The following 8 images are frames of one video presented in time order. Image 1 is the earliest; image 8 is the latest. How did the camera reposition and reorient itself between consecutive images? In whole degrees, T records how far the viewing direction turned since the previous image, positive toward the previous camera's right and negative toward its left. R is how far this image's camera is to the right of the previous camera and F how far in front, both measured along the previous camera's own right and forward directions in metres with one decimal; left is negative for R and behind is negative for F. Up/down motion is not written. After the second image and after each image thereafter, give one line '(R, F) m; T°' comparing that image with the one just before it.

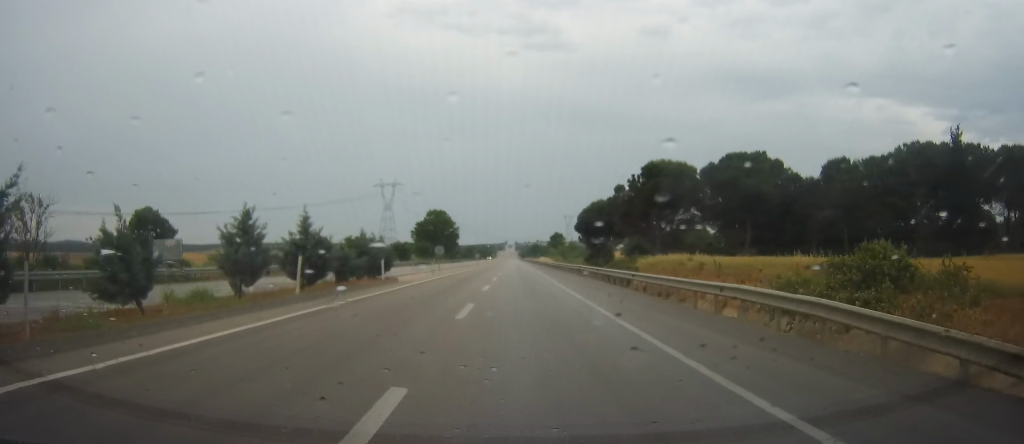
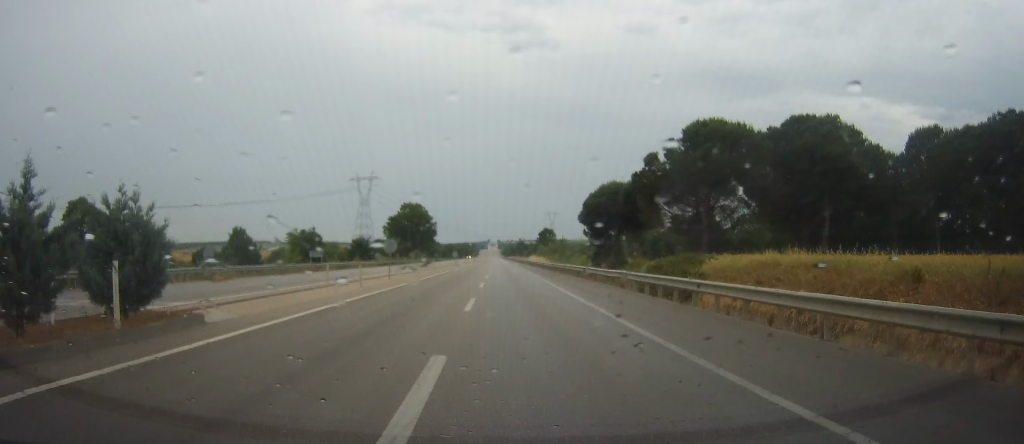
(+0.4, +21.9) m; 0°
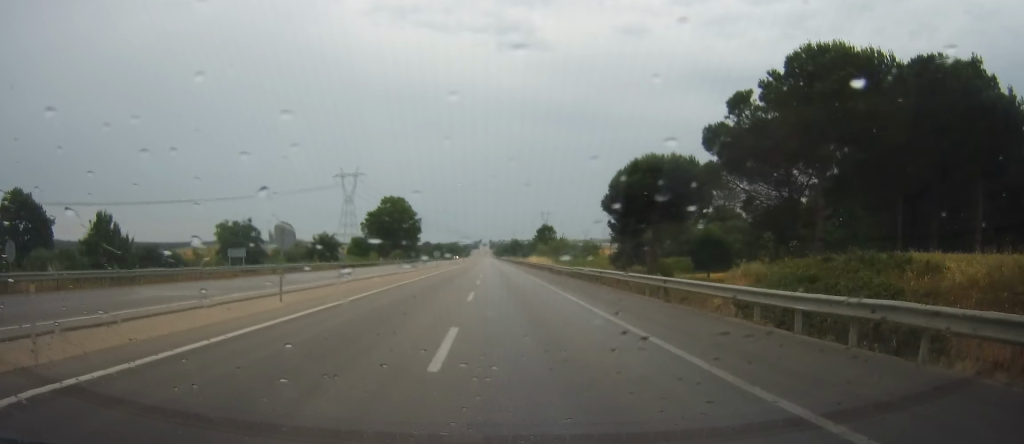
(-0.2, +20.5) m; 0°
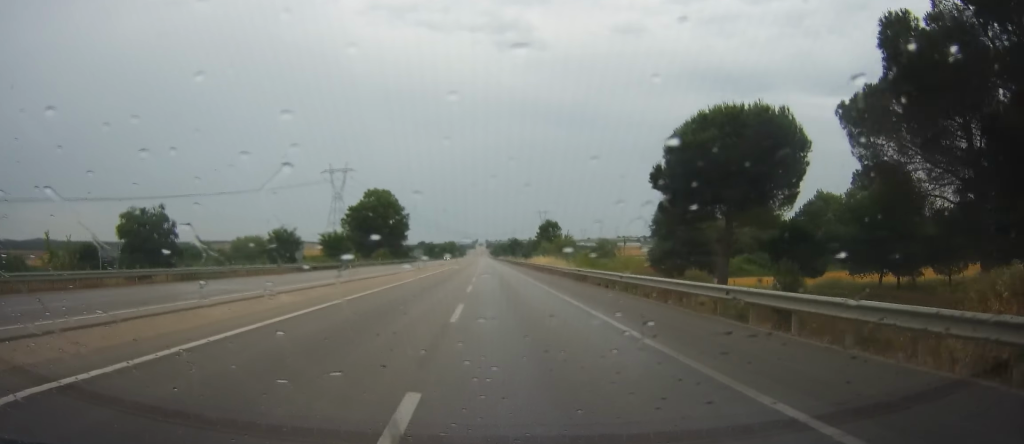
(+0.1, +18.4) m; 0°
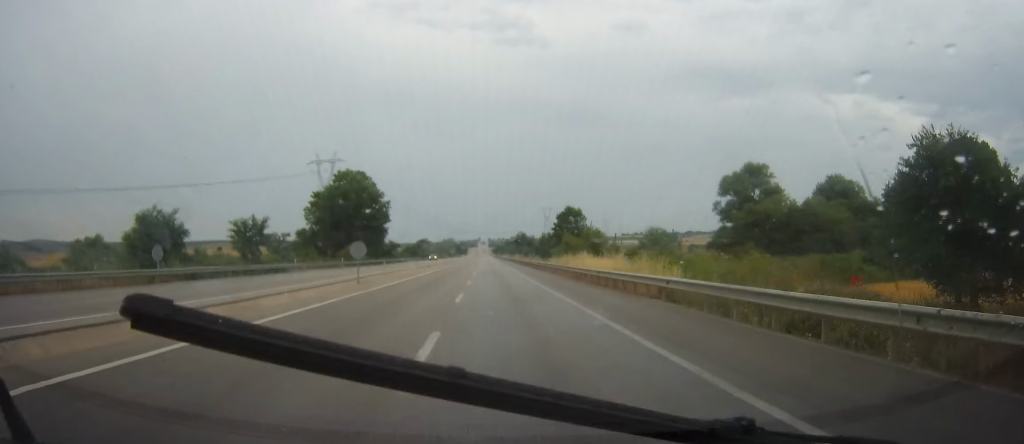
(-0.1, +31.0) m; 0°
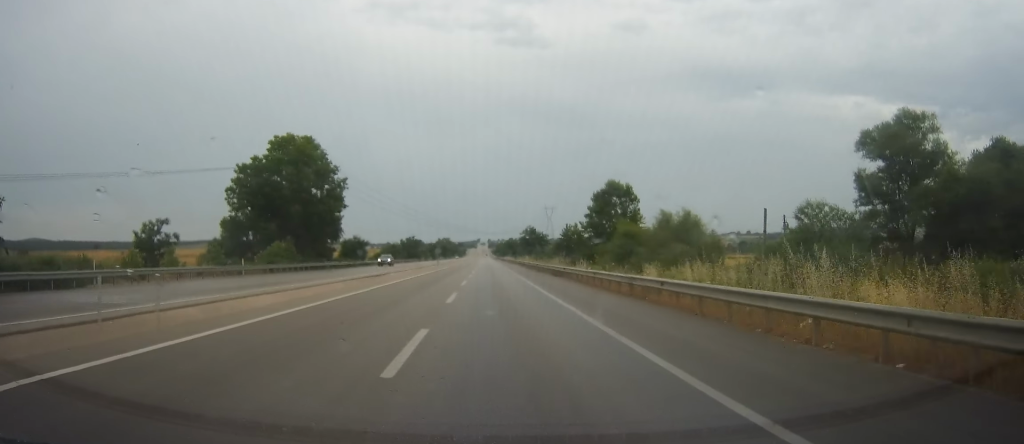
(+0.3, +35.6) m; 0°
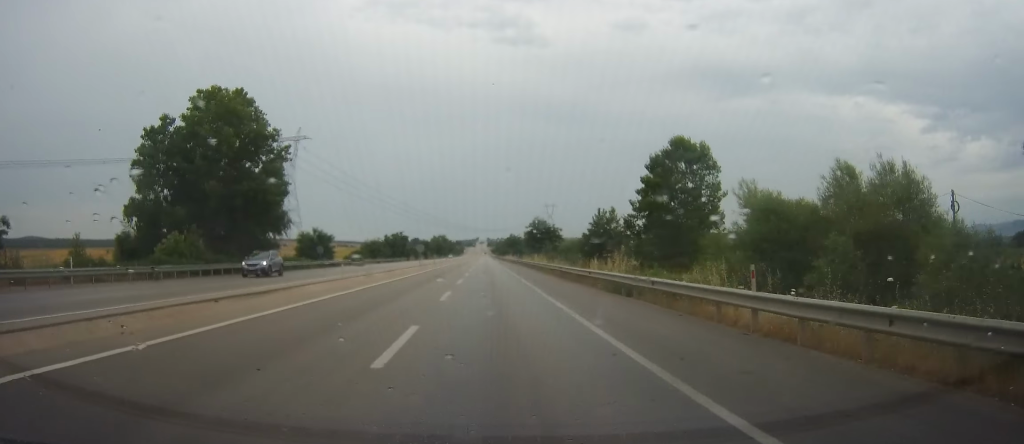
(0.0, +23.3) m; +1°
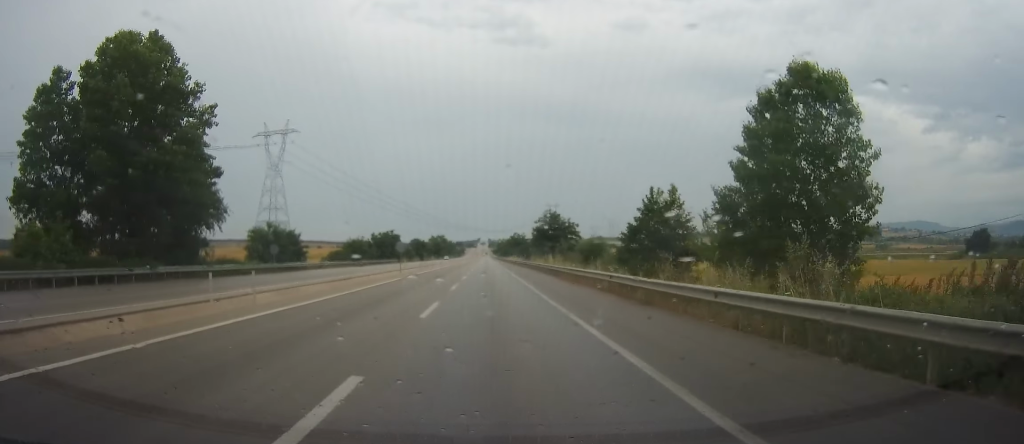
(+0.2, +17.2) m; +1°
